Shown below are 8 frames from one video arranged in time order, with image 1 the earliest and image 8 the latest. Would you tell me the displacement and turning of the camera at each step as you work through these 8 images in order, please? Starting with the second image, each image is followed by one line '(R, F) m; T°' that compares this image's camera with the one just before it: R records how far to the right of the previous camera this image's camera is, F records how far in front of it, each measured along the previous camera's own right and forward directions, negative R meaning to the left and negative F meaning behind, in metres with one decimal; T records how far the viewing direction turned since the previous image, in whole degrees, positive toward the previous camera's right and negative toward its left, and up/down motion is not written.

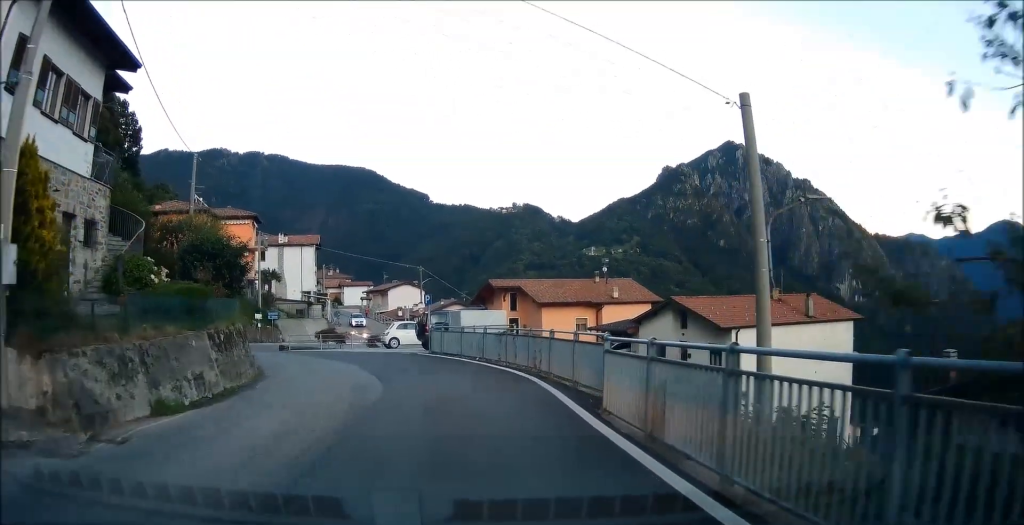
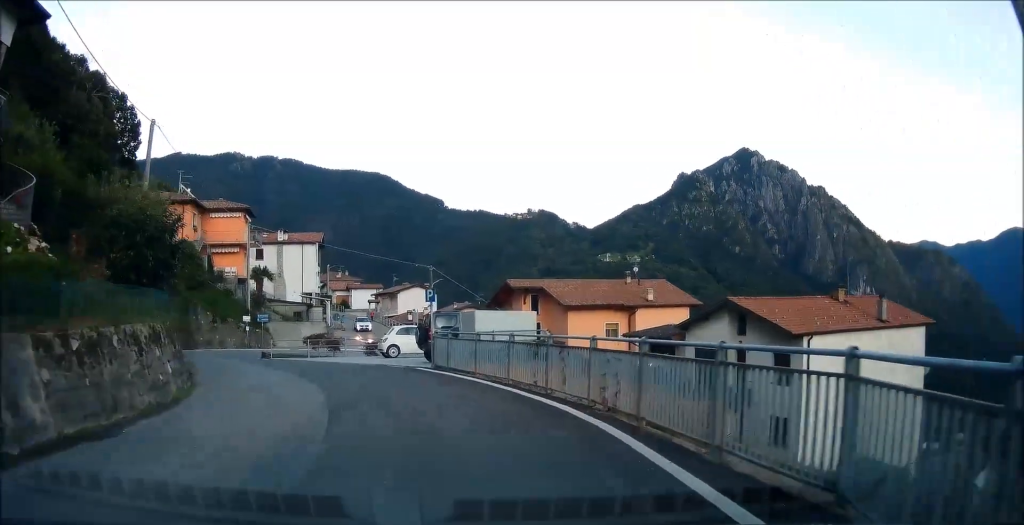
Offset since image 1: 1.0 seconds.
(-0.1, +7.1) m; -6°
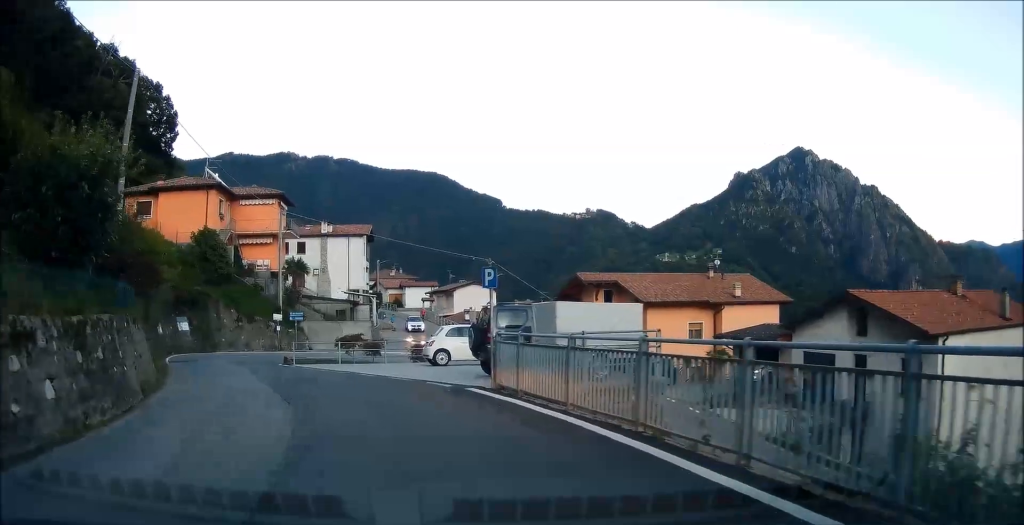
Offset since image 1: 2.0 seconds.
(-0.6, +6.7) m; -9°
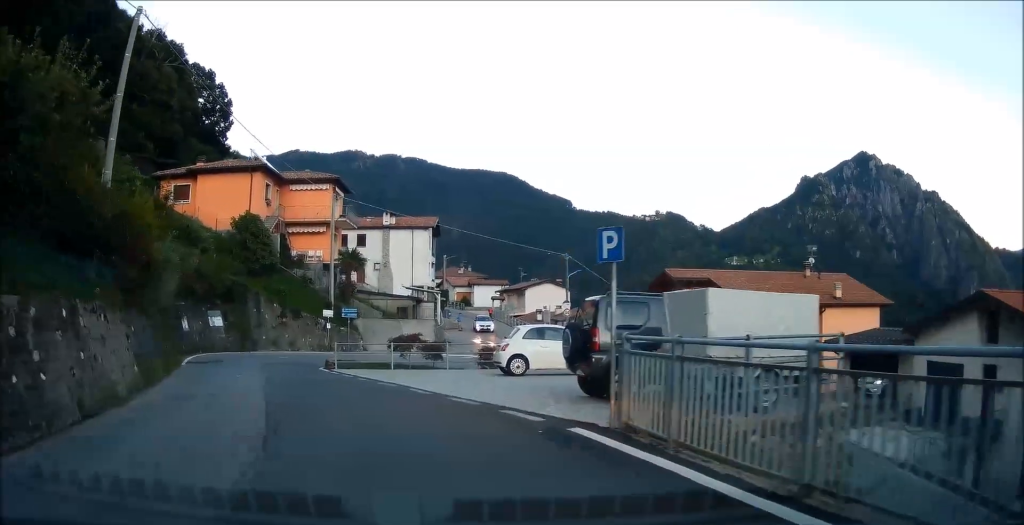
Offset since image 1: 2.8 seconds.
(-0.4, +5.4) m; -5°
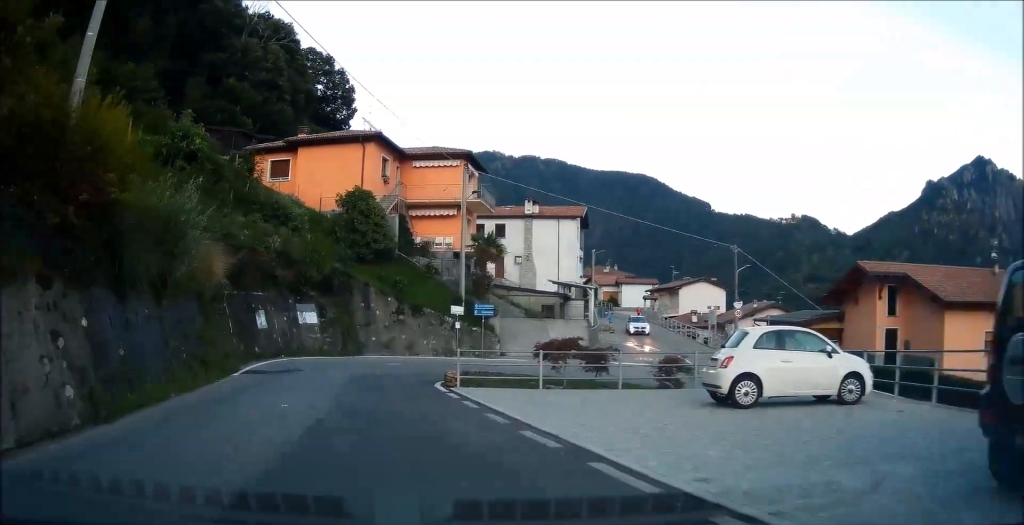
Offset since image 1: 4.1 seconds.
(-0.3, +8.5) m; -10°
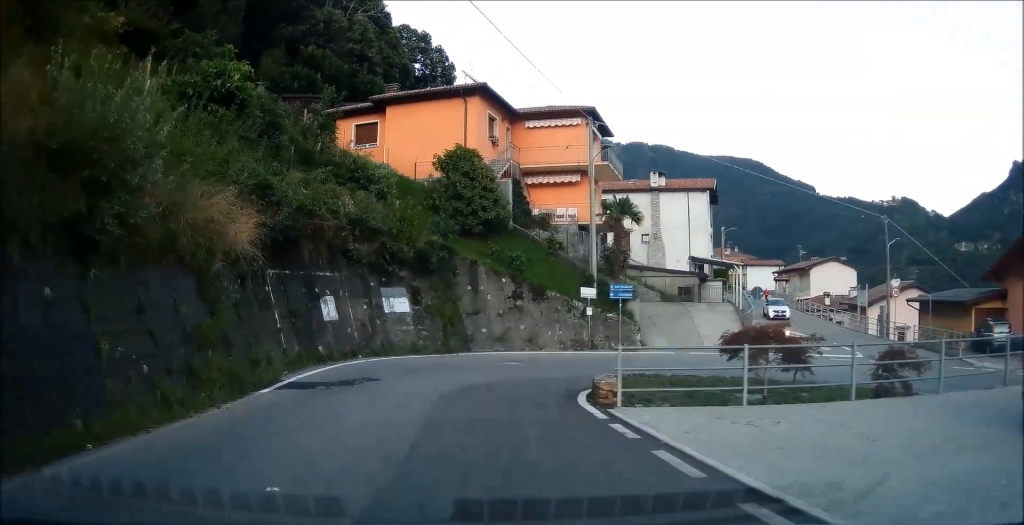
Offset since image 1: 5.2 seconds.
(-1.0, +7.5) m; -10°
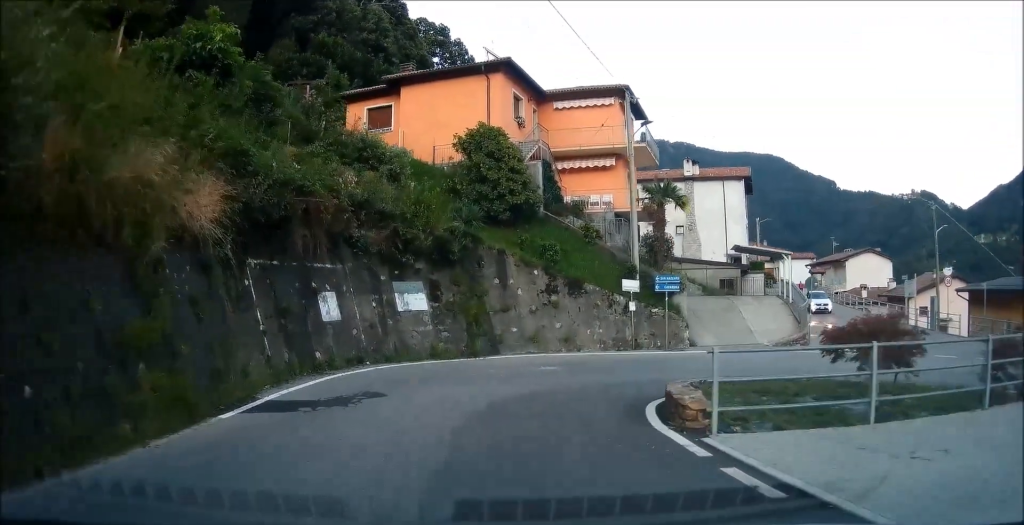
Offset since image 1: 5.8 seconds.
(-0.1, +3.6) m; -1°
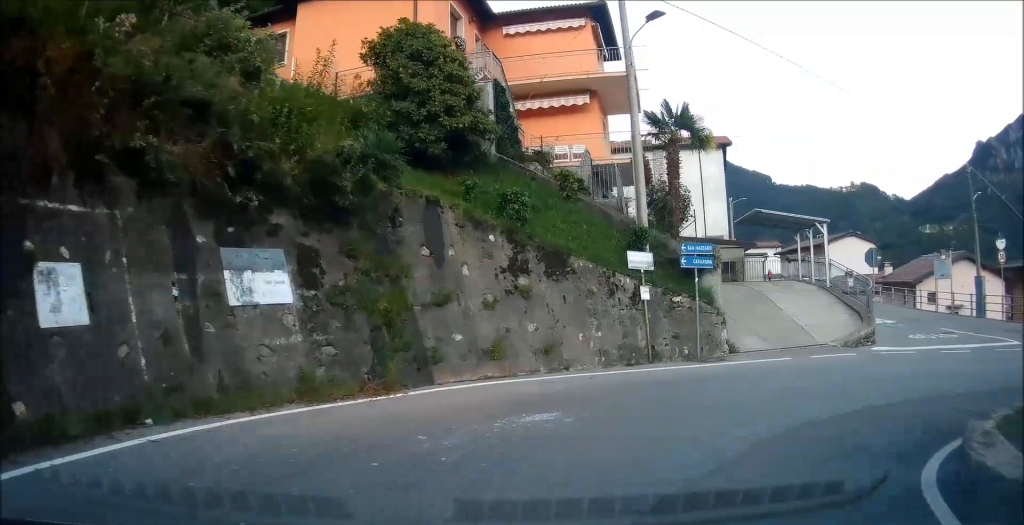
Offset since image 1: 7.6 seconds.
(+0.3, +9.9) m; +15°
